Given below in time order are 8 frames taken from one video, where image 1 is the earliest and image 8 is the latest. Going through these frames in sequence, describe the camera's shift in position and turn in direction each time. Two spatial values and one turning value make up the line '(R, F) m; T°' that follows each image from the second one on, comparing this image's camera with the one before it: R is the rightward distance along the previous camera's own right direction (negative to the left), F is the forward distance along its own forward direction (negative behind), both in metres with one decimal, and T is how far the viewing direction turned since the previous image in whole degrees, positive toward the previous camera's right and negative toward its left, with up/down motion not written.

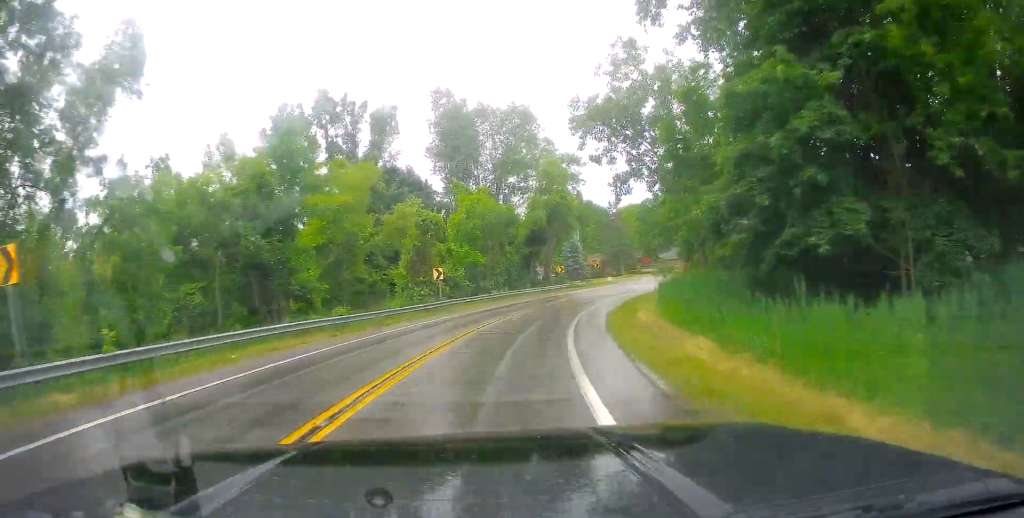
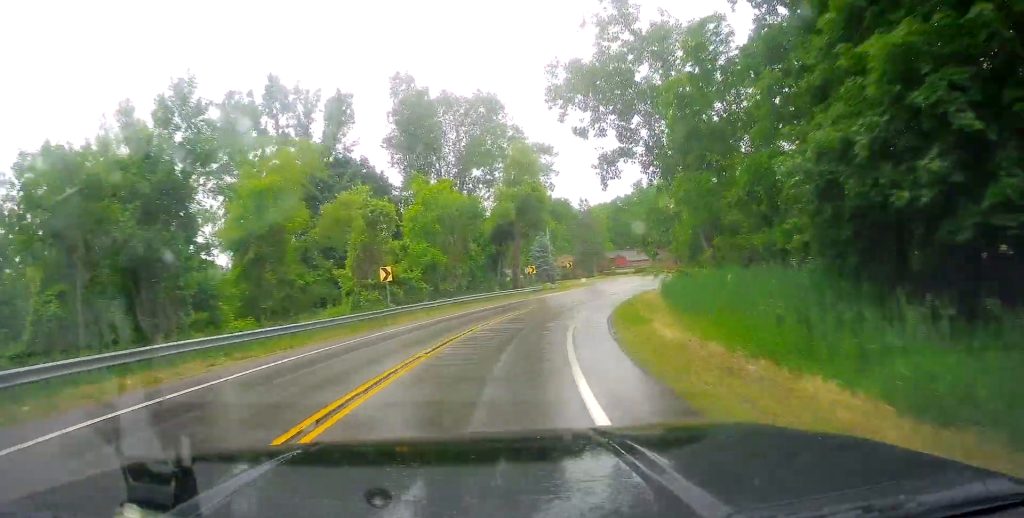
(+0.5, +7.6) m; +3°
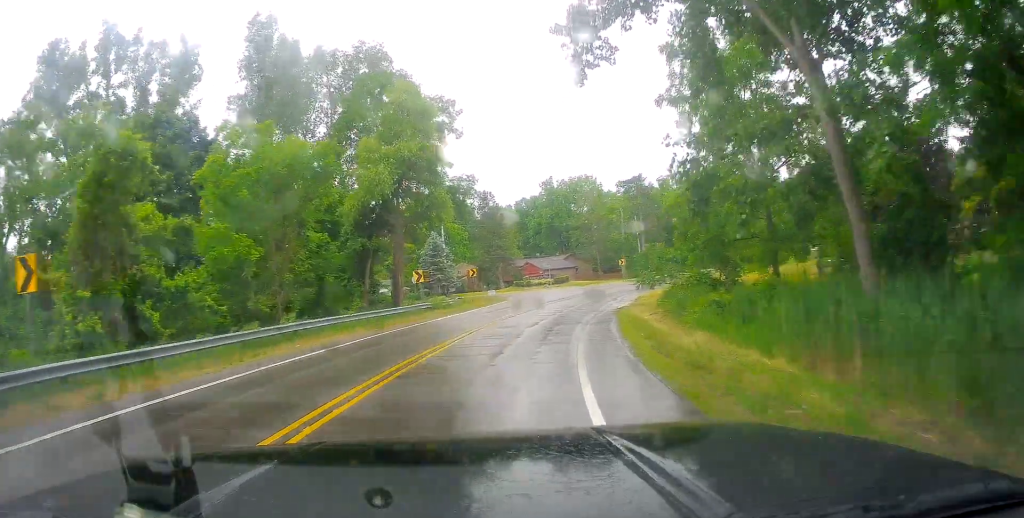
(+1.3, +21.6) m; +6°
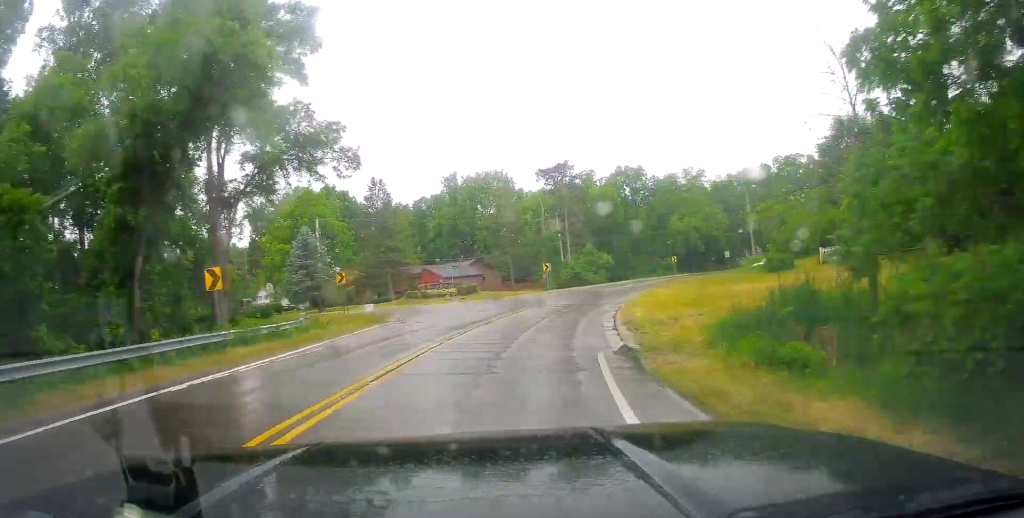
(+1.0, +18.5) m; +11°
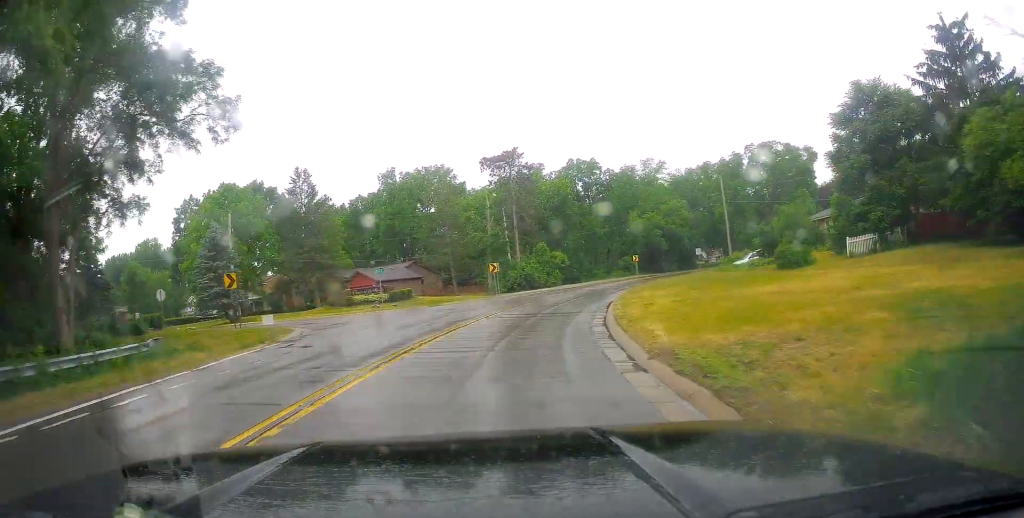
(+1.0, +9.6) m; +8°
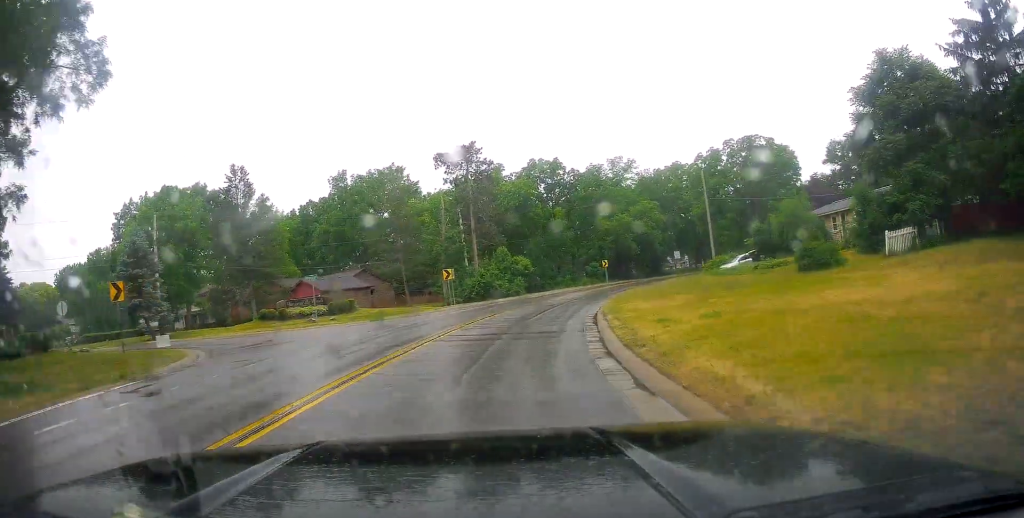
(+0.3, +7.1) m; +4°
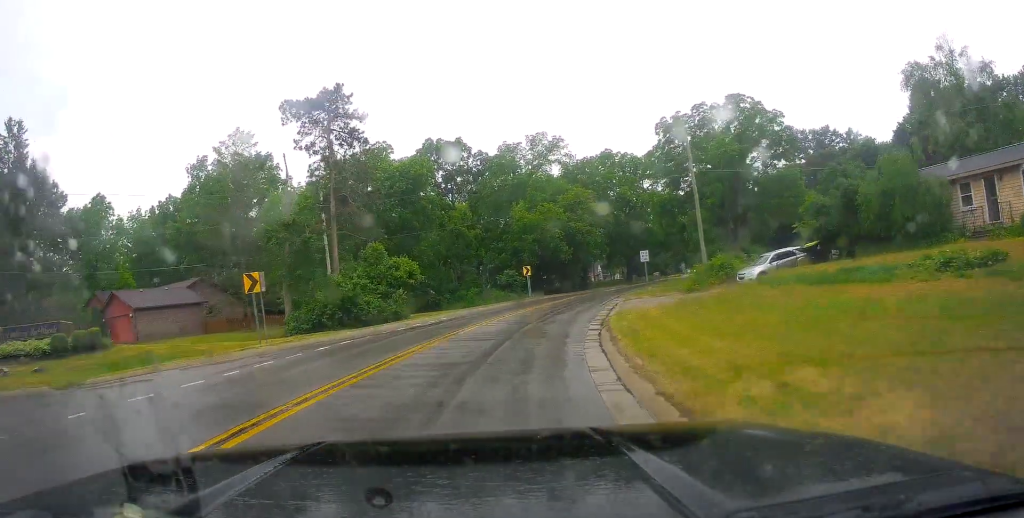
(+1.8, +22.7) m; +10°
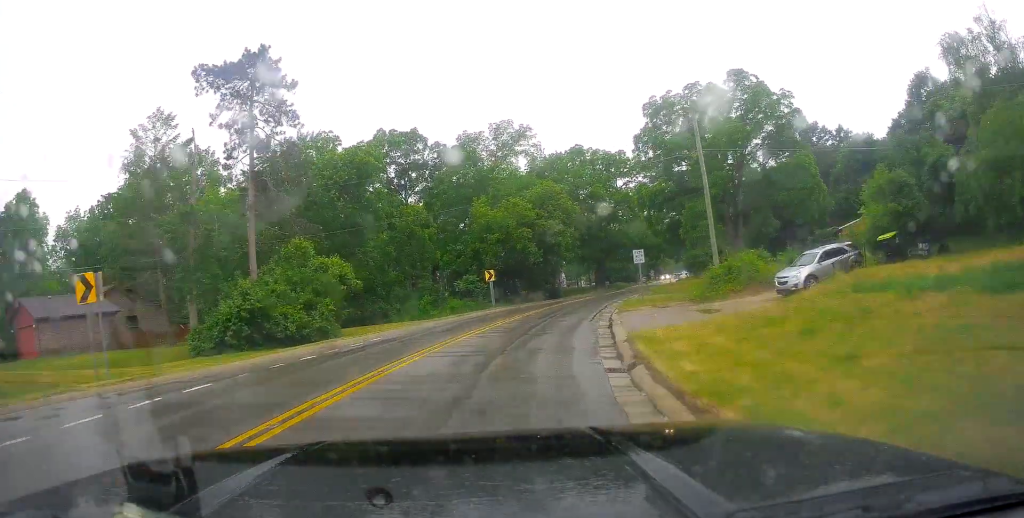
(+0.3, +8.7) m; +5°
